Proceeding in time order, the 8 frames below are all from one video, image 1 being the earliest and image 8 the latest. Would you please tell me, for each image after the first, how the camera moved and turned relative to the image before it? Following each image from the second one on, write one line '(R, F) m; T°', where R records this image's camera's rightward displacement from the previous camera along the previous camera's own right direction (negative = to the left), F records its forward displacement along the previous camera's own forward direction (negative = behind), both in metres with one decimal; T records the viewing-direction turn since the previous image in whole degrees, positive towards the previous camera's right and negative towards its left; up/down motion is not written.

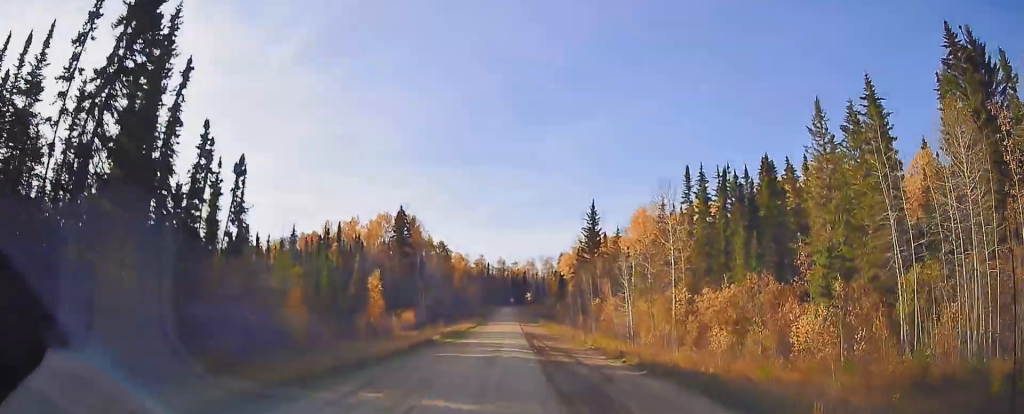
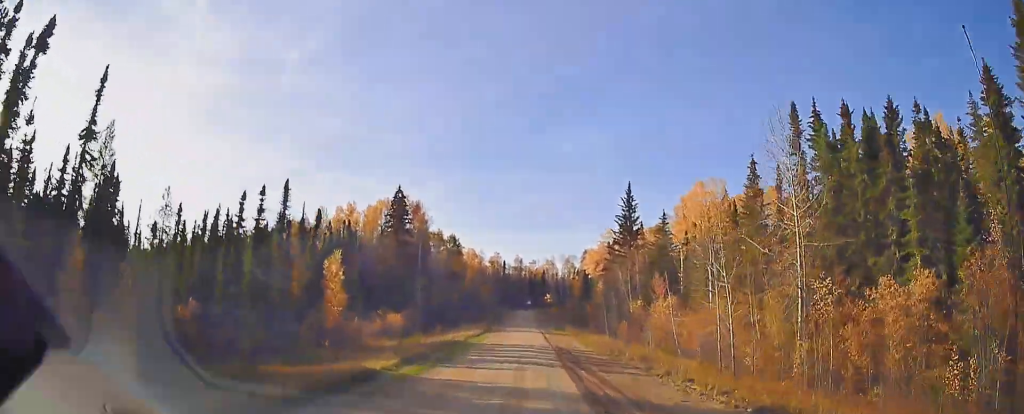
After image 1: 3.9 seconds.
(+0.5, +18.9) m; +1°
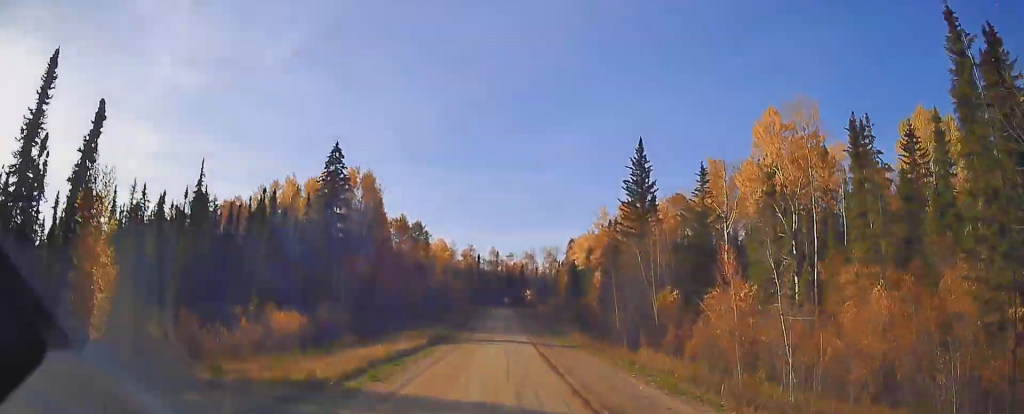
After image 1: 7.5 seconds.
(-0.4, +25.9) m; -1°
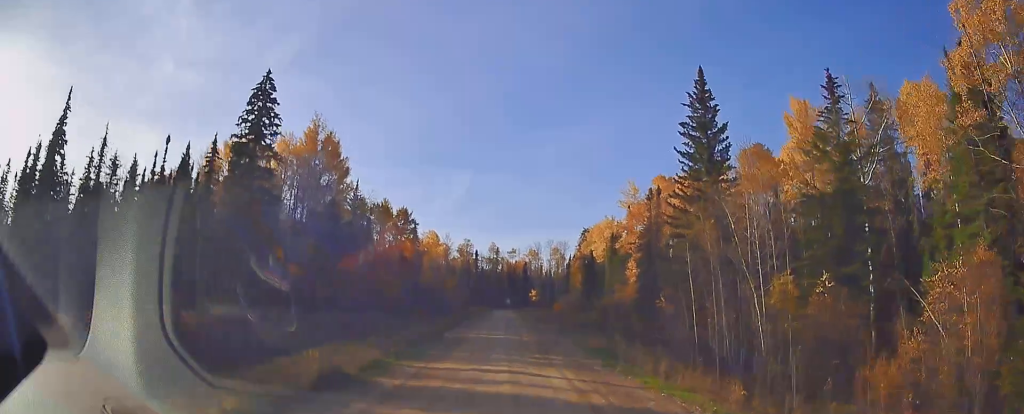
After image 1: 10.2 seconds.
(0.0, +24.0) m; 0°
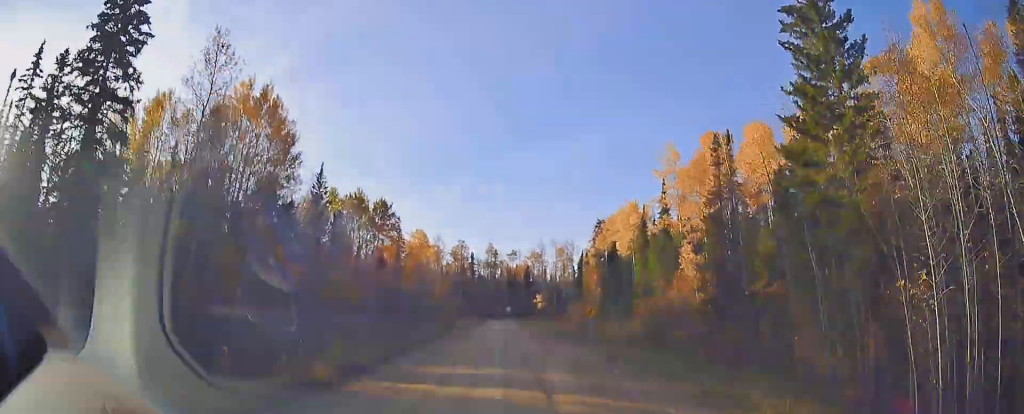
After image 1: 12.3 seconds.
(-0.1, +21.1) m; 0°
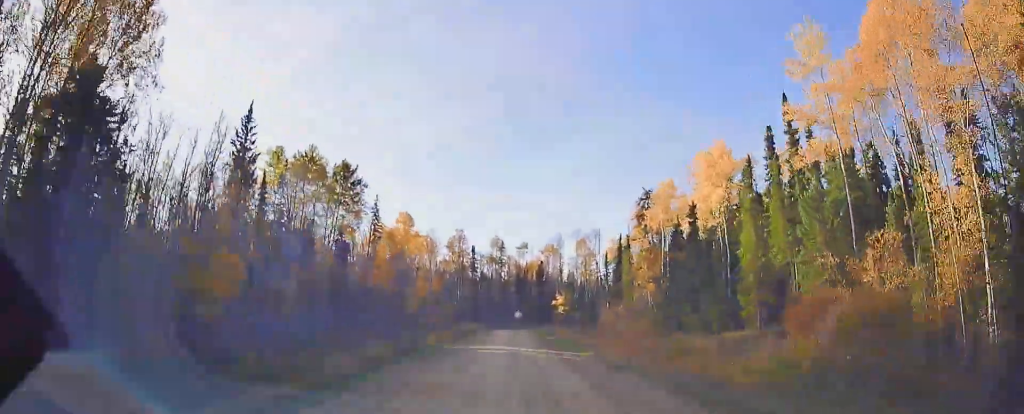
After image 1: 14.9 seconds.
(0.0, +27.8) m; 0°
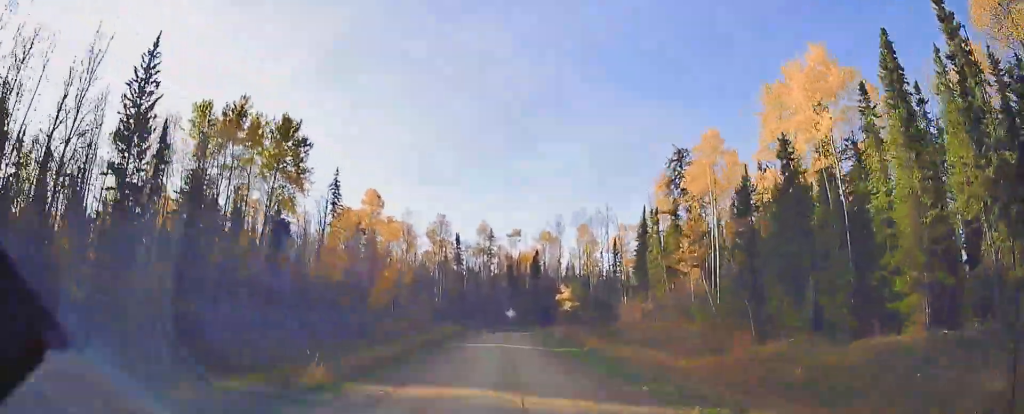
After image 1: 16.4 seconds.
(0.0, +15.8) m; 0°
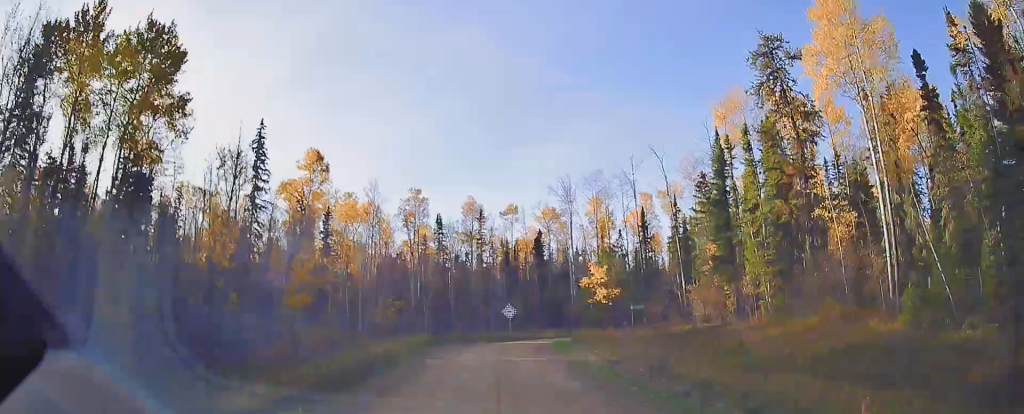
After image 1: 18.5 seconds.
(+0.1, +21.6) m; 0°
